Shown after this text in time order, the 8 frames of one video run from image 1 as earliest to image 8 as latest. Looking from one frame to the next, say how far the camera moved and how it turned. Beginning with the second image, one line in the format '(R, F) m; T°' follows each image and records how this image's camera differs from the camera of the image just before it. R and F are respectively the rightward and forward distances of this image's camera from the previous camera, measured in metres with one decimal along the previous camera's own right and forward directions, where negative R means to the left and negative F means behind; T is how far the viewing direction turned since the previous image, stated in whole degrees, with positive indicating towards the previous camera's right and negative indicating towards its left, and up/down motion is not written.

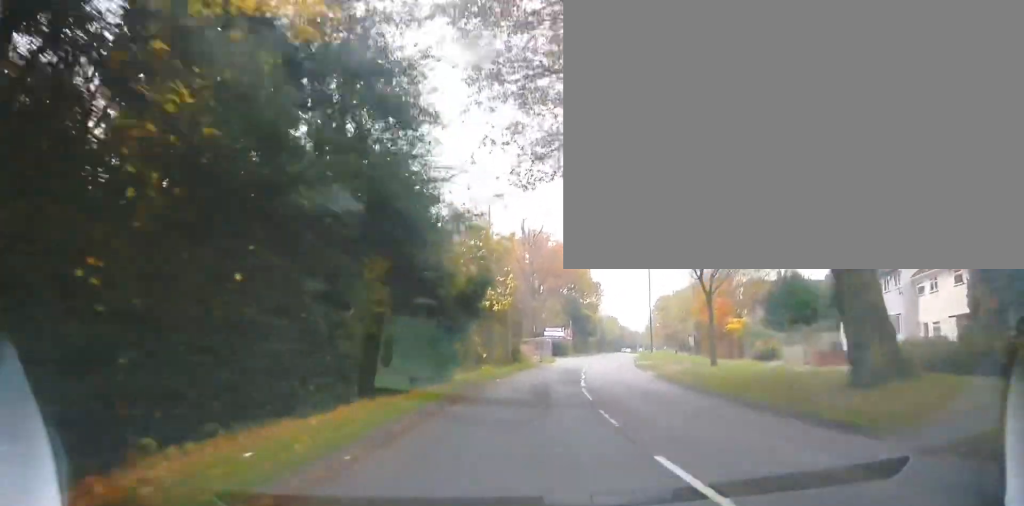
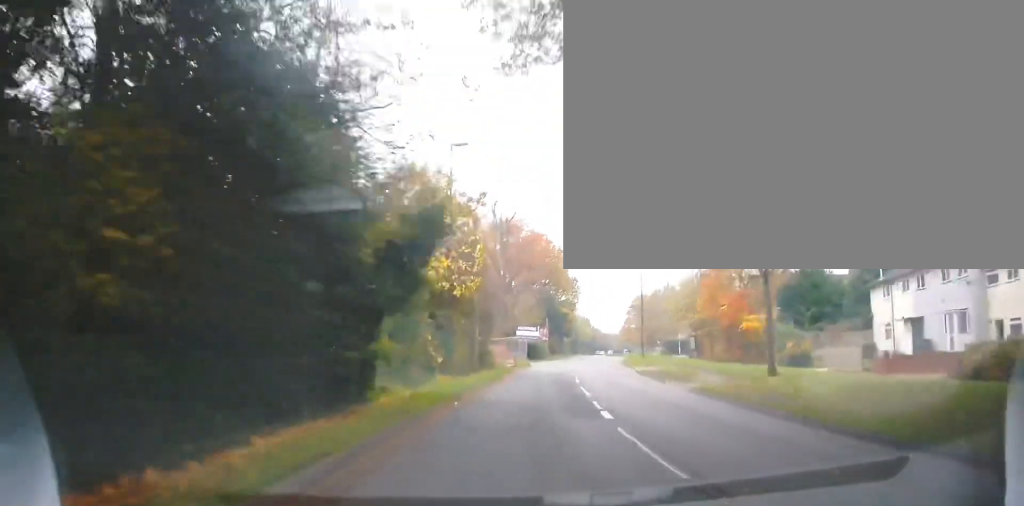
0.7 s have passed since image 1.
(+0.3, +8.8) m; -1°
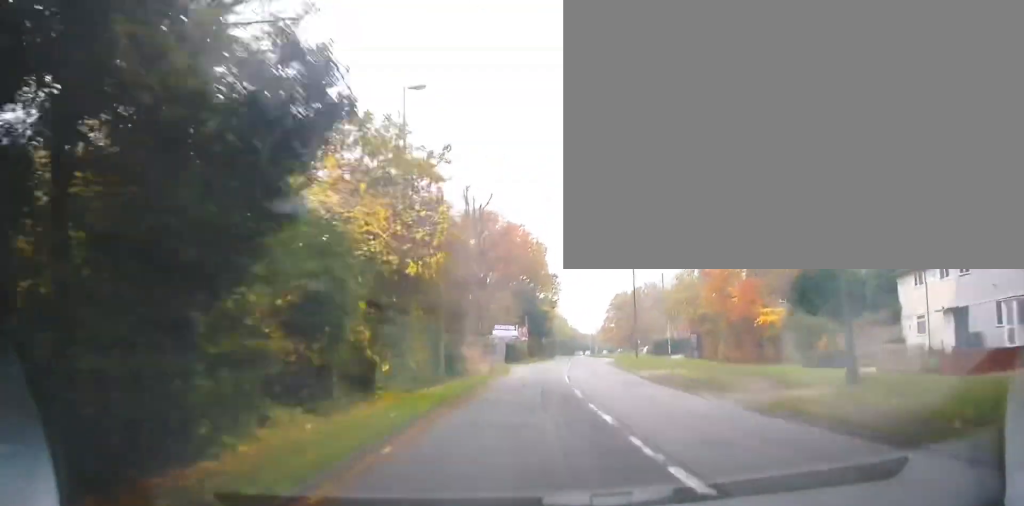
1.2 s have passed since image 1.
(-0.2, +5.8) m; +1°
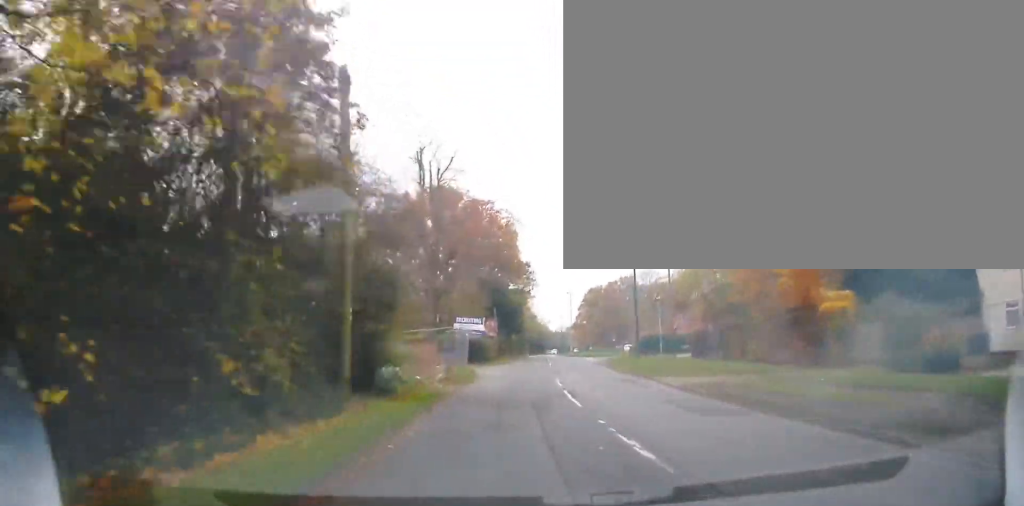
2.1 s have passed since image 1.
(0.0, +10.0) m; +4°
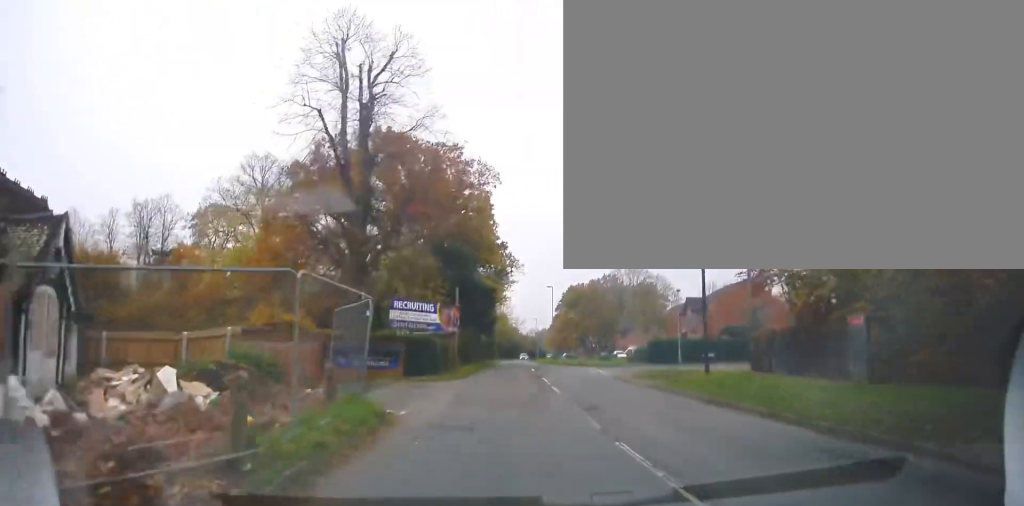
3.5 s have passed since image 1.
(+1.5, +16.5) m; +8°
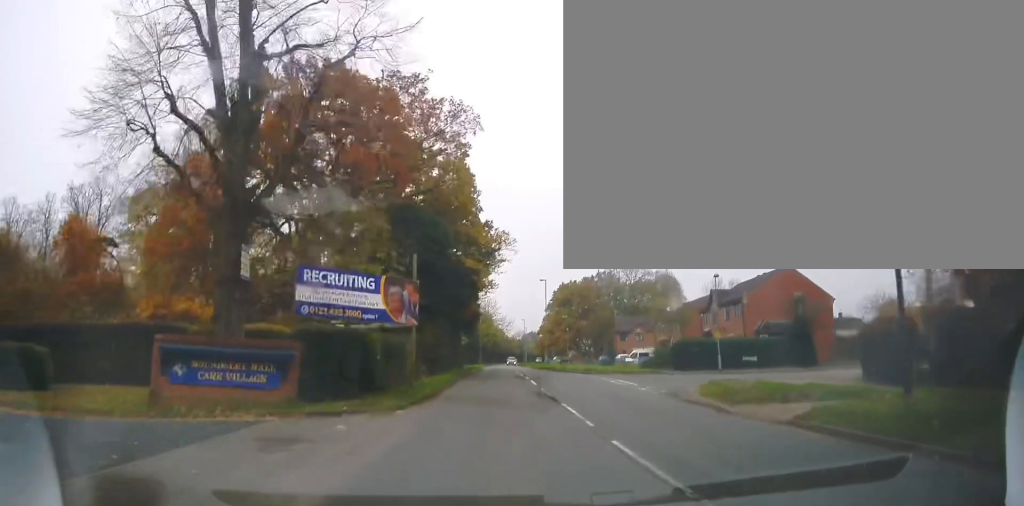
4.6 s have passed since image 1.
(+0.5, +12.2) m; +2°
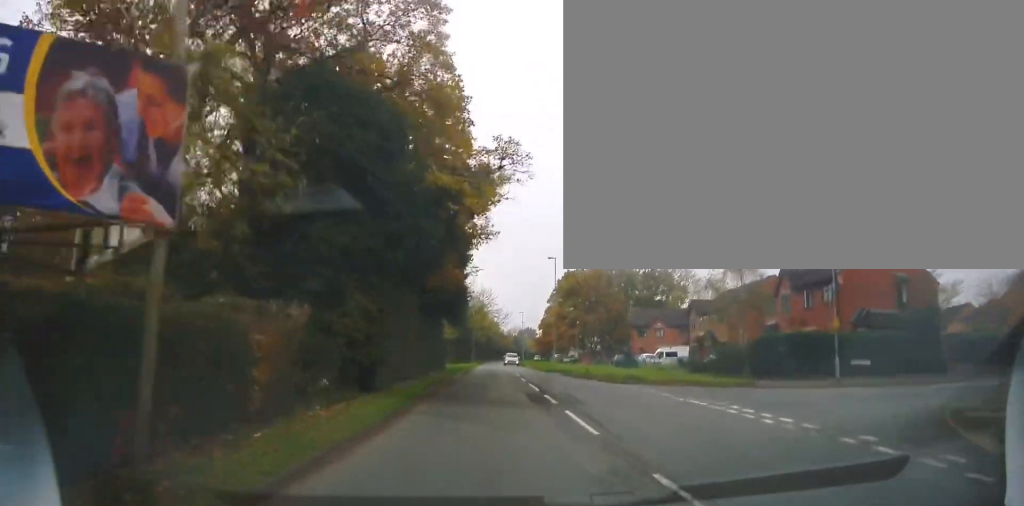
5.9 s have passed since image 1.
(-0.1, +14.9) m; 0°
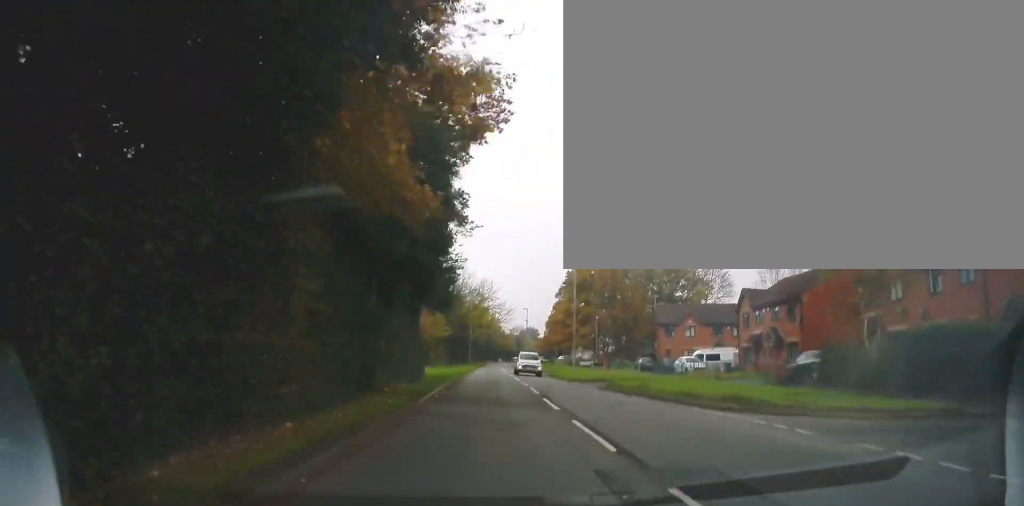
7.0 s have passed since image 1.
(+0.3, +12.3) m; +1°
